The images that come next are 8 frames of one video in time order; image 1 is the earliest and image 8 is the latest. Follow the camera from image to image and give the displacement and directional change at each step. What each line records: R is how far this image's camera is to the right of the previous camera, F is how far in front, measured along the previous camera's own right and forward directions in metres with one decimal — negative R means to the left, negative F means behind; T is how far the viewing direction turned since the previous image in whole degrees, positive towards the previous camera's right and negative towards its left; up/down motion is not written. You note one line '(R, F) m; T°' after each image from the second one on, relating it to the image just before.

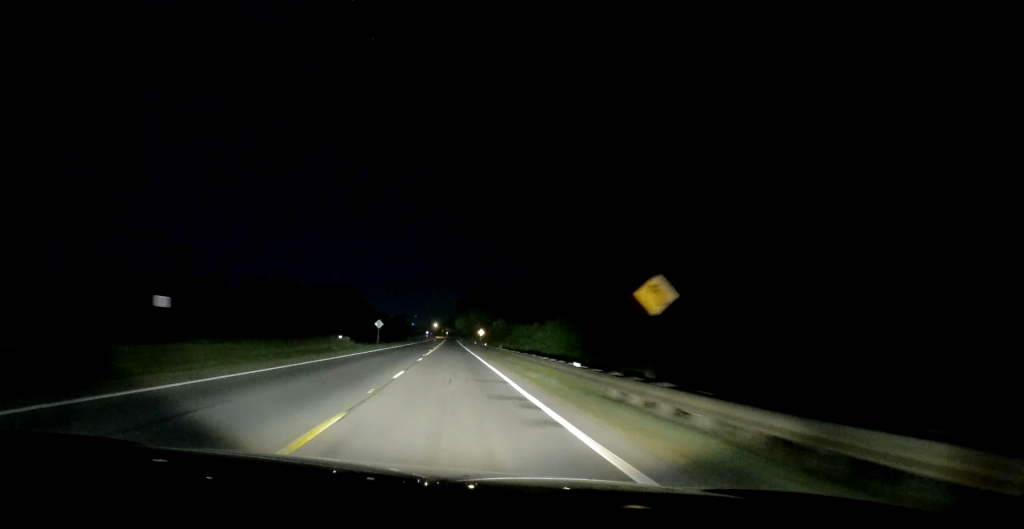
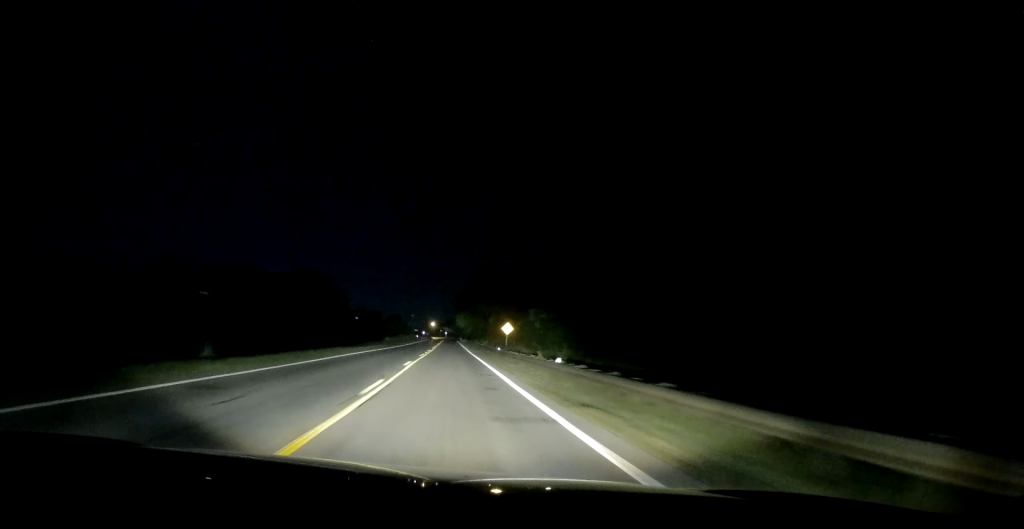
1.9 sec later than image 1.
(+0.1, +50.2) m; +1°
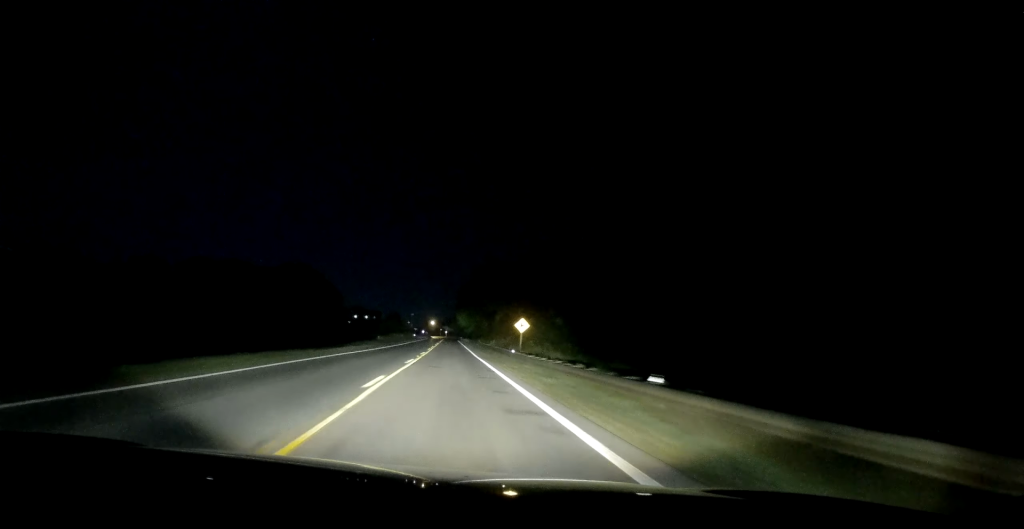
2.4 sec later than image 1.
(+0.3, +11.2) m; 0°
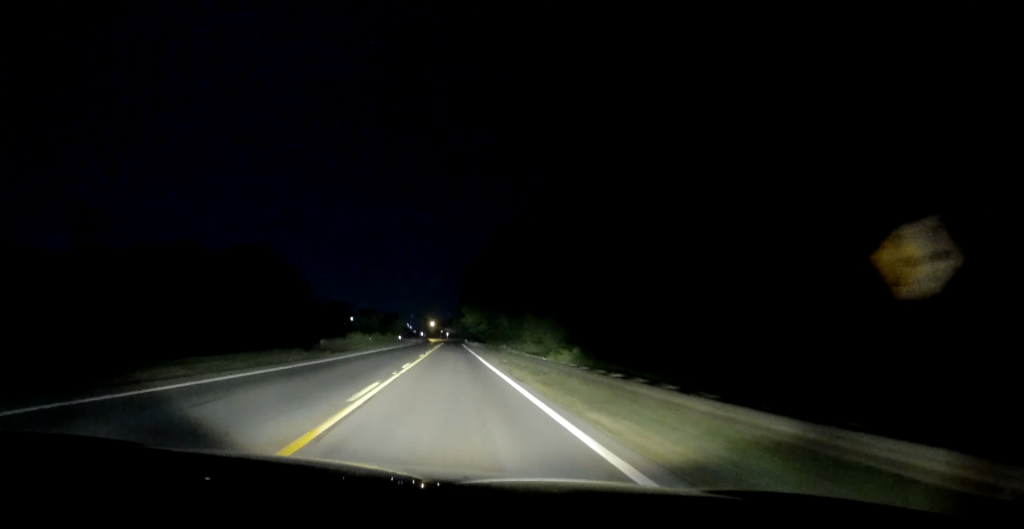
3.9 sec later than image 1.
(-0.8, +38.9) m; -1°
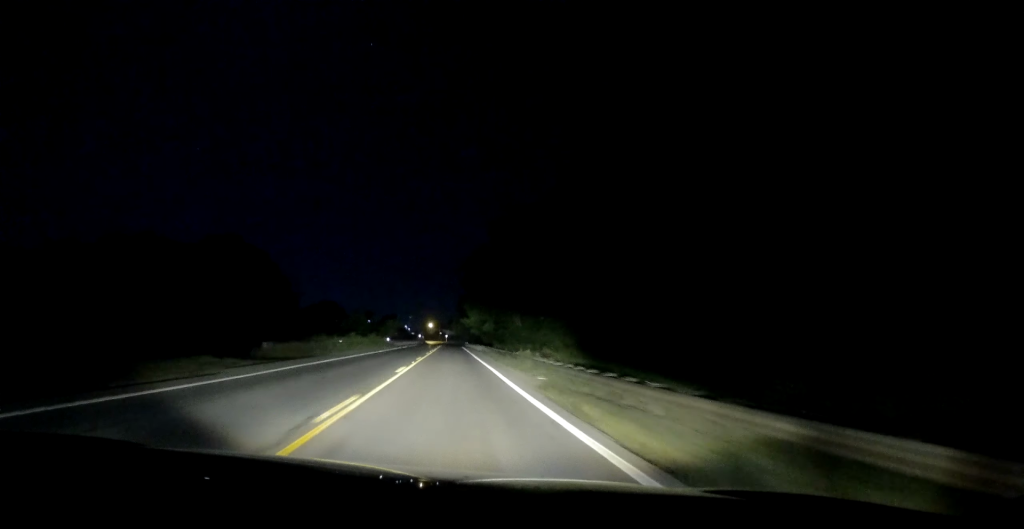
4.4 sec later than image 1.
(+0.1, +14.7) m; 0°
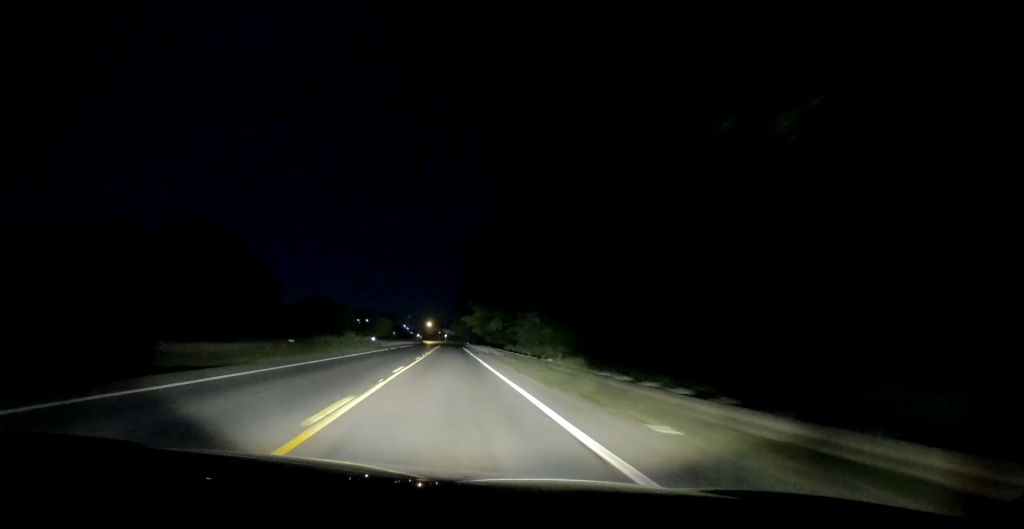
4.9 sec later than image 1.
(-0.1, +12.9) m; 0°
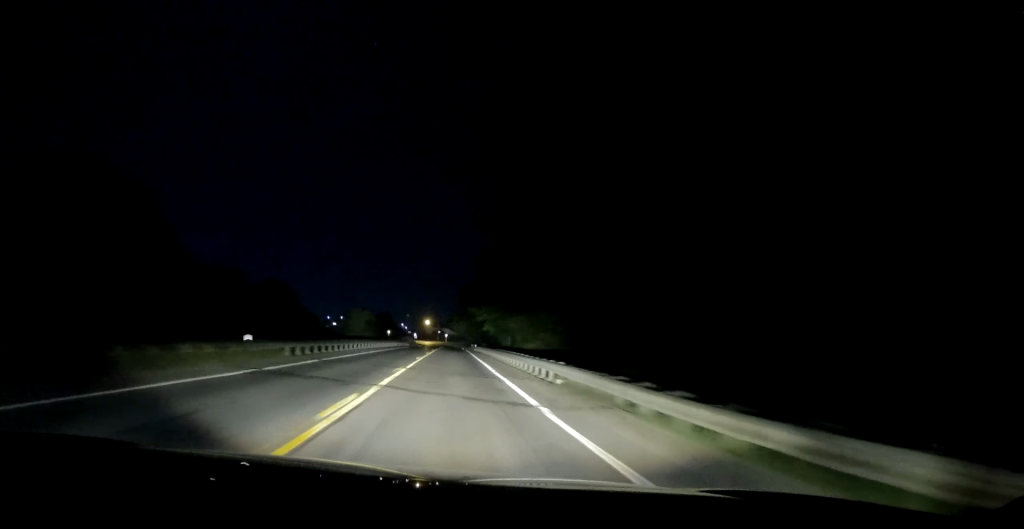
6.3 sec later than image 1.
(-0.2, +36.1) m; 0°
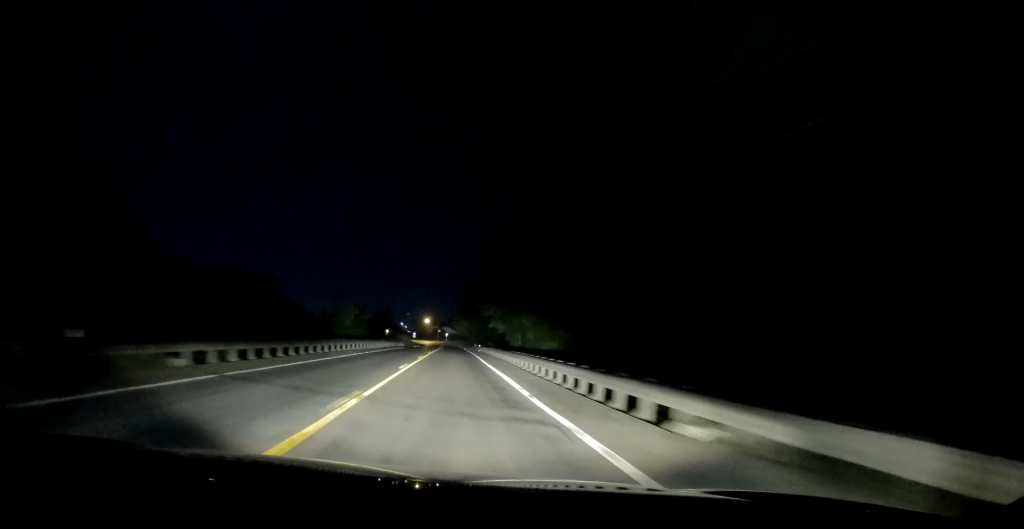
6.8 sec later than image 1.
(+0.1, +11.1) m; 0°
